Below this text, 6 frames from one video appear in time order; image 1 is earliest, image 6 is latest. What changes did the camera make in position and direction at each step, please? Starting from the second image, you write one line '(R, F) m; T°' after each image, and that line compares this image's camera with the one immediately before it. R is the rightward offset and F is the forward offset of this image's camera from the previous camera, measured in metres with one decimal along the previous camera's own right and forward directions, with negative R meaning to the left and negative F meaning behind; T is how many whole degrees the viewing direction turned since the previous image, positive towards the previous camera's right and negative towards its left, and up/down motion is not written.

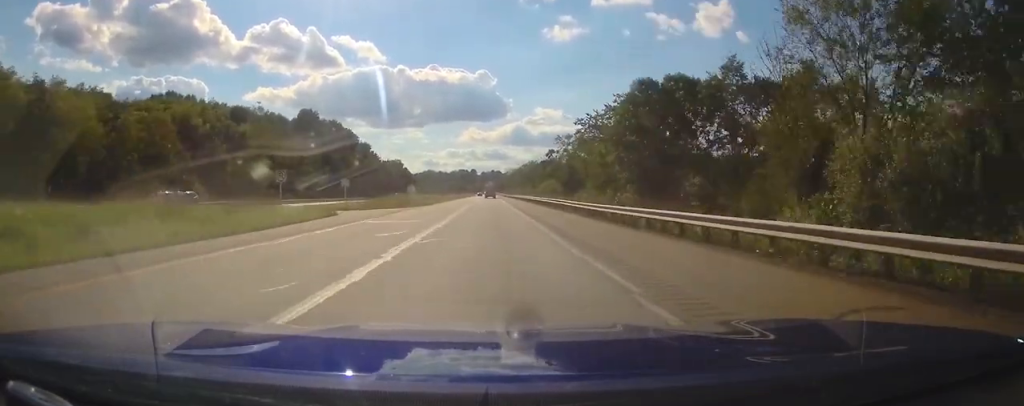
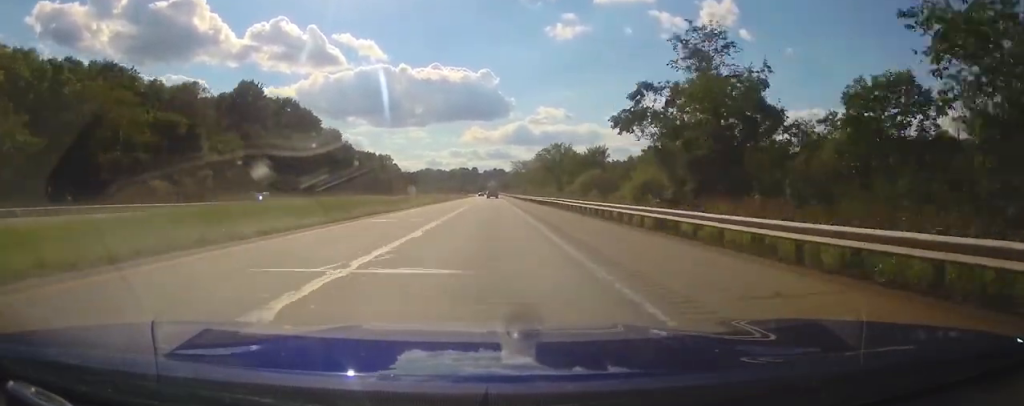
(+0.4, +52.7) m; +1°
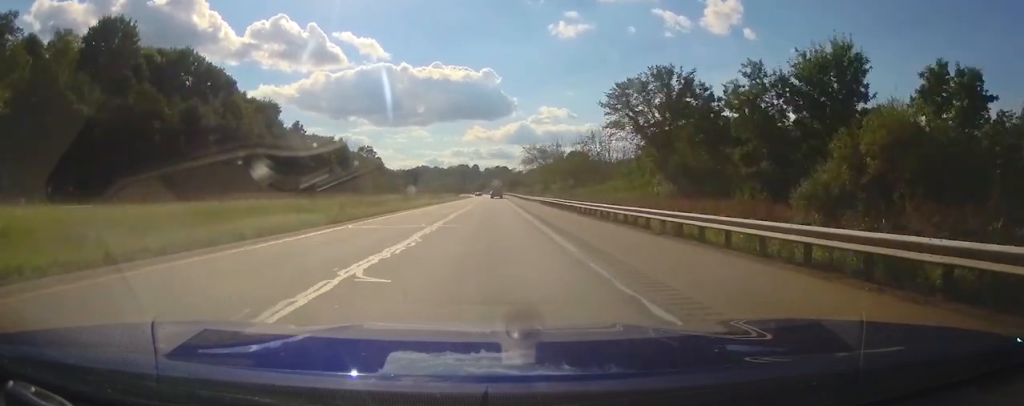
(-0.3, +61.1) m; -1°
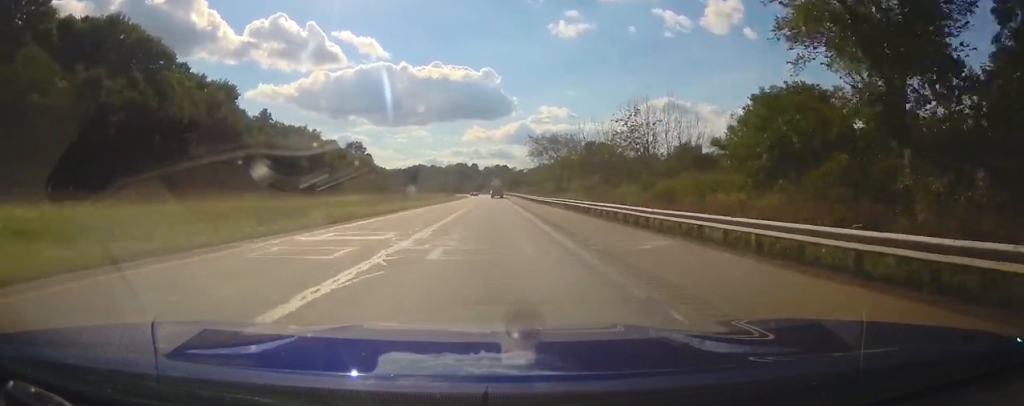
(-0.2, +24.4) m; 0°
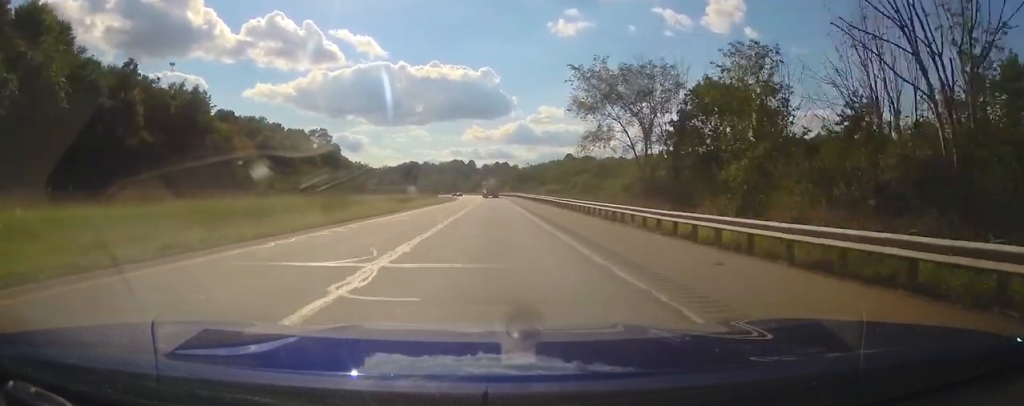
(+0.8, +58.2) m; 0°
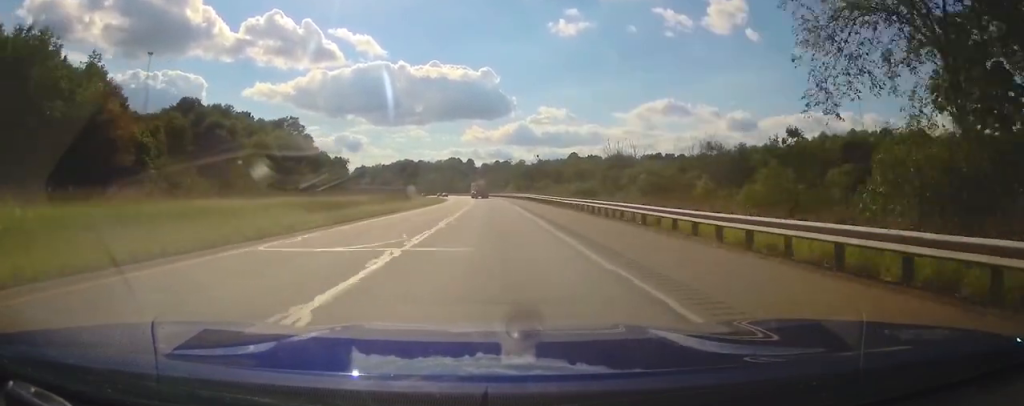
(-0.4, +33.9) m; -1°
